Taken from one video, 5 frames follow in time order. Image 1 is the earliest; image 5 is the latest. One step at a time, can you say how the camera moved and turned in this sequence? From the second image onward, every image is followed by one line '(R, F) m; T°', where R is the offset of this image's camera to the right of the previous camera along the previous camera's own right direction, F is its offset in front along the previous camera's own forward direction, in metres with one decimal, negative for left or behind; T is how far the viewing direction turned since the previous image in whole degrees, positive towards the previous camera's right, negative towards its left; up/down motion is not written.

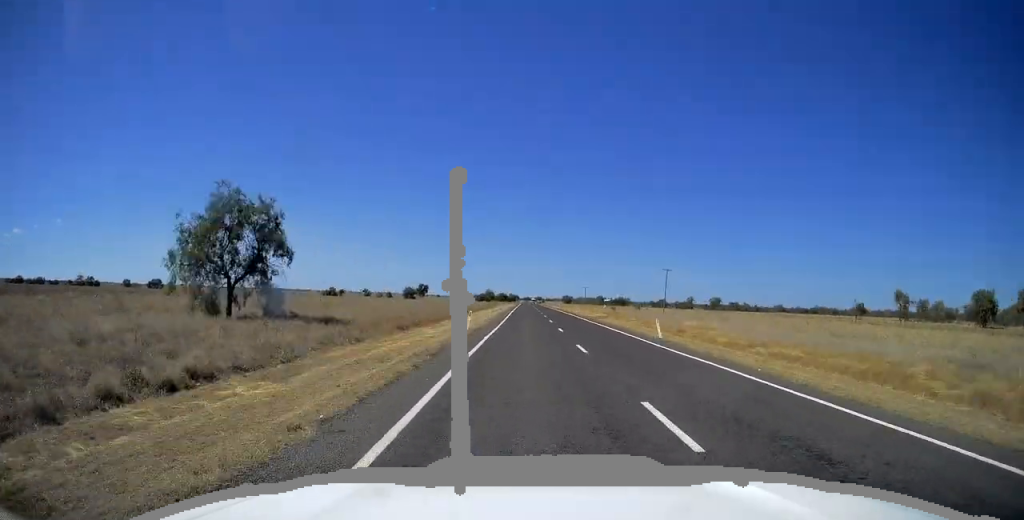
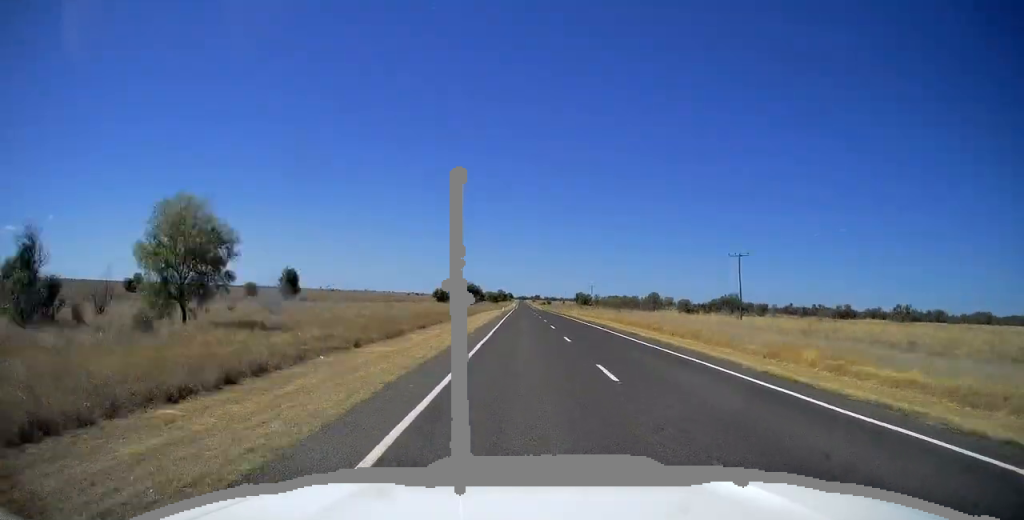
(-0.2, +234.9) m; 0°
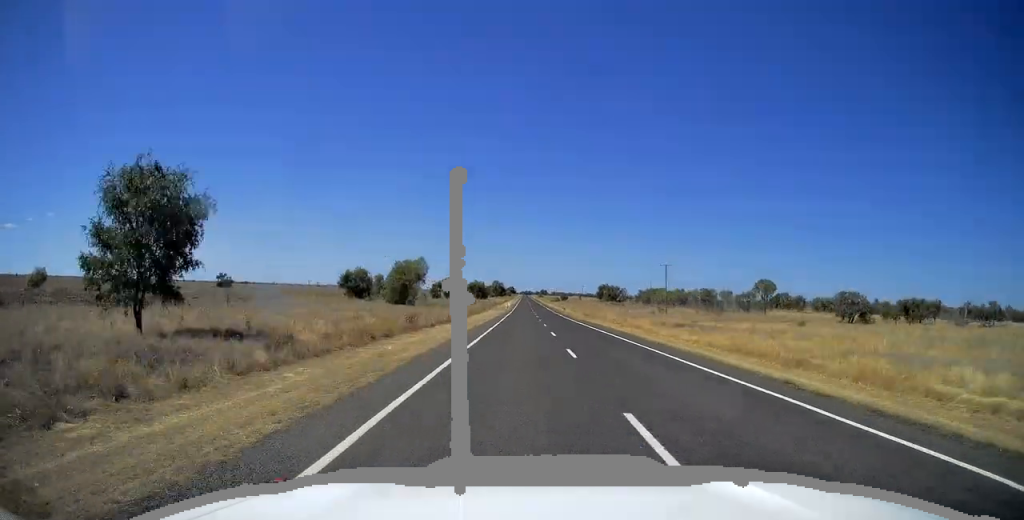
(+0.5, +144.5) m; 0°
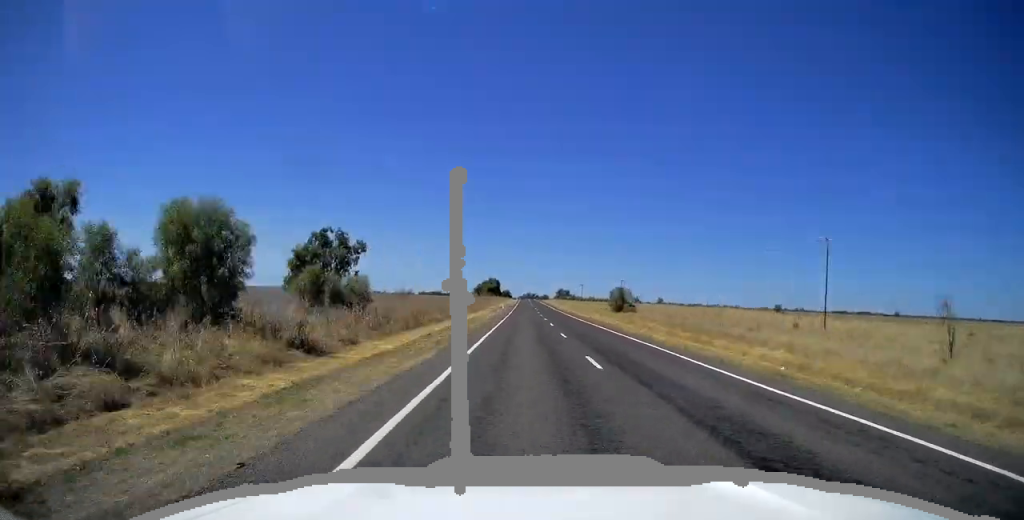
(-0.1, +477.8) m; 0°
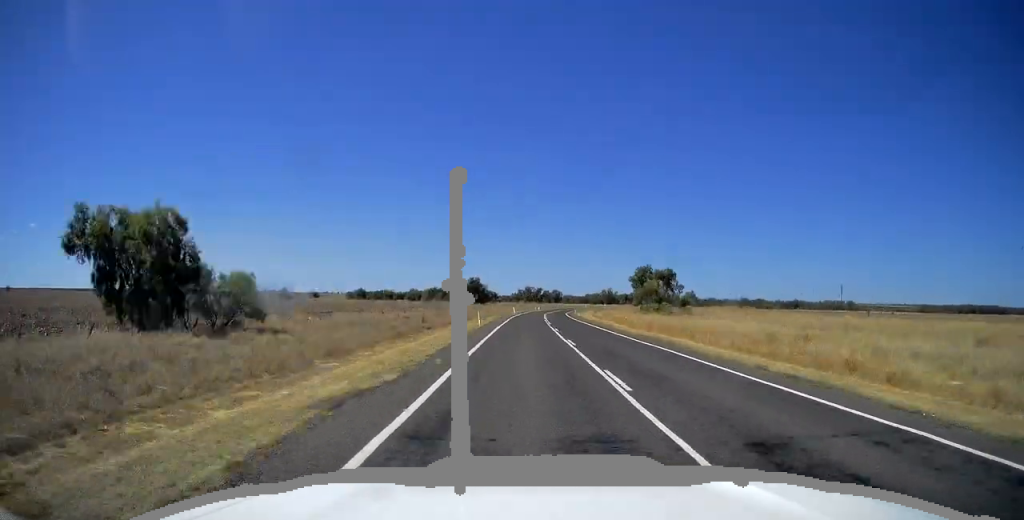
(+5.7, +350.8) m; +6°
